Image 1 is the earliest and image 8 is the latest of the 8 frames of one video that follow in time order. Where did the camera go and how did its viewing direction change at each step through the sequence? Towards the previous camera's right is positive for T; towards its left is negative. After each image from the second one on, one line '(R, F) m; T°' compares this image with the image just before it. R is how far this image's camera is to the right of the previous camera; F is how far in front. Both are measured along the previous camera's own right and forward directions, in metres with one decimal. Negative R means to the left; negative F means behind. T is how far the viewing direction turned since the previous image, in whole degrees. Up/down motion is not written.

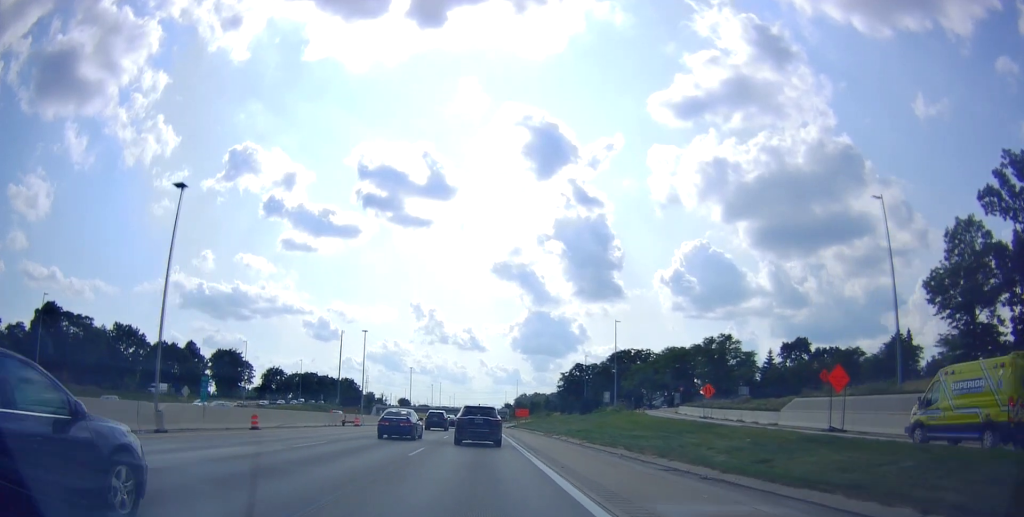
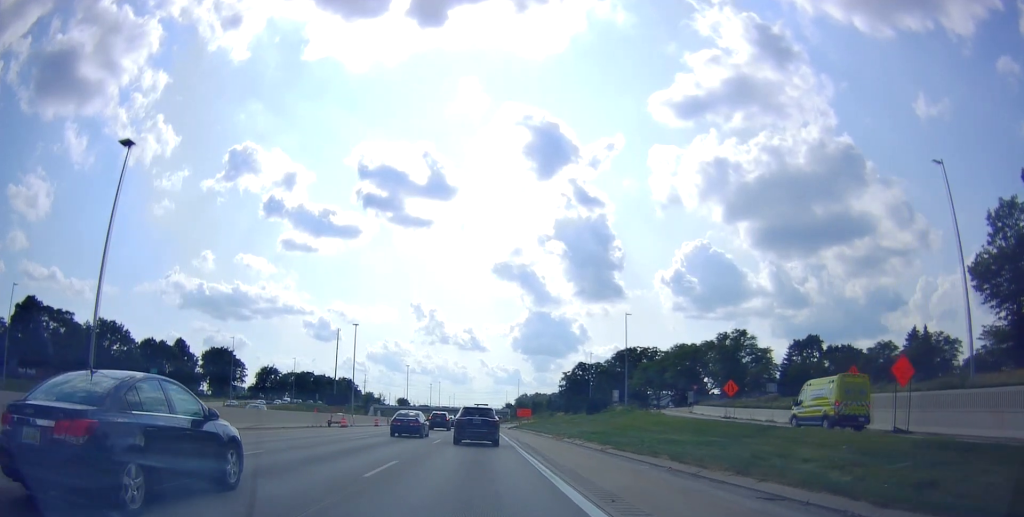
(0.0, +6.1) m; 0°
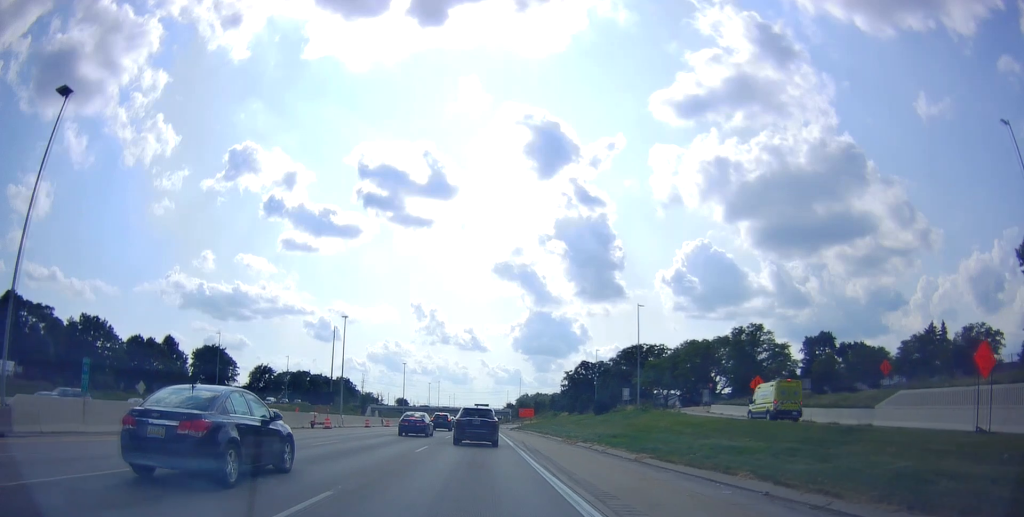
(0.0, +6.0) m; 0°
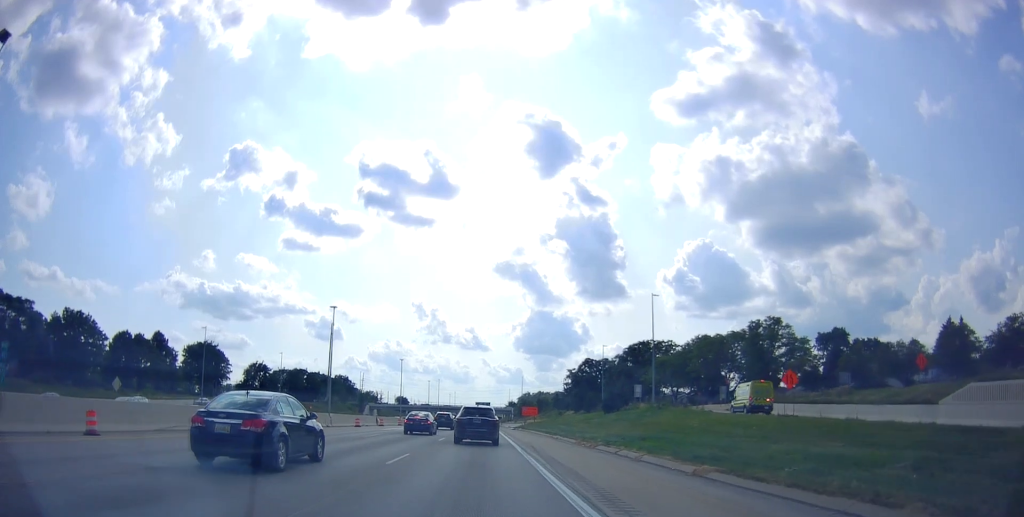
(0.0, +5.7) m; 0°
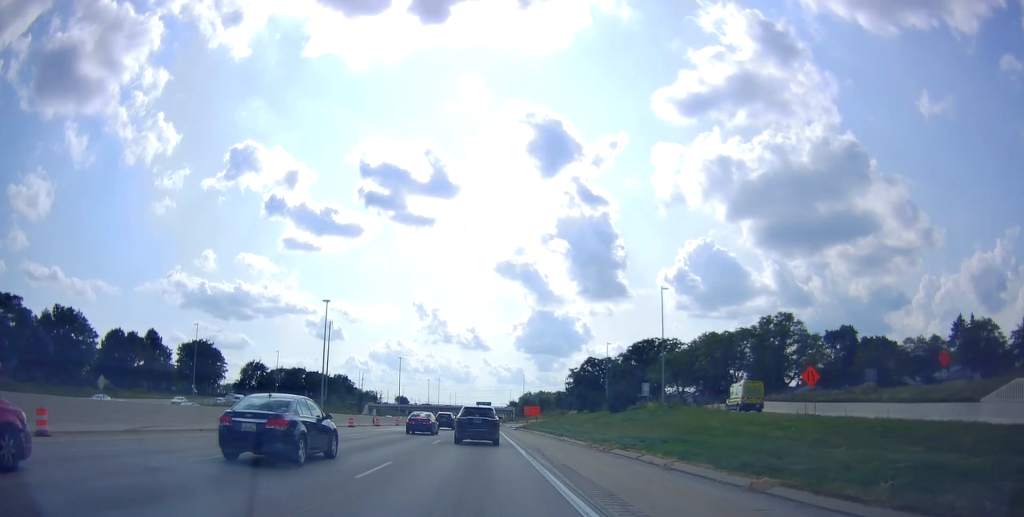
(0.0, +3.2) m; 0°
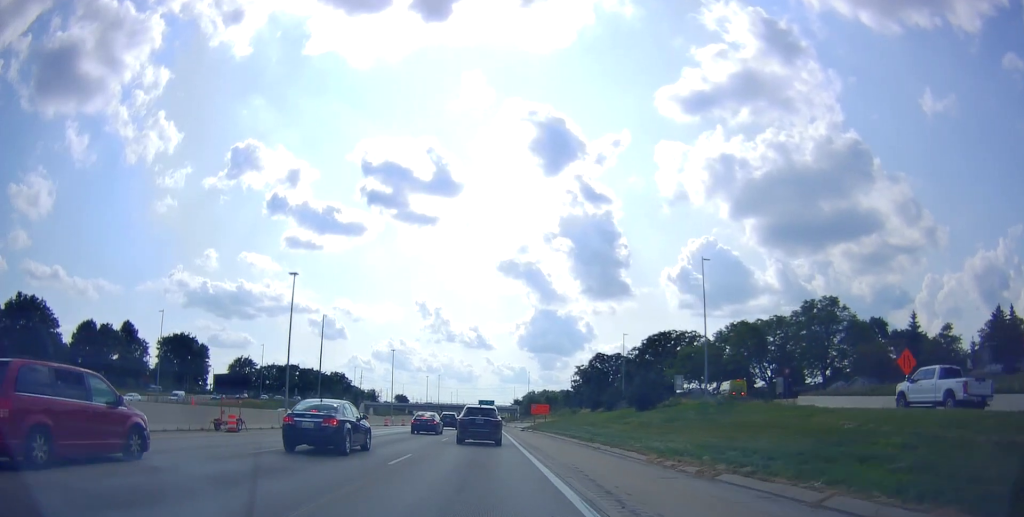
(0.0, +11.6) m; +2°
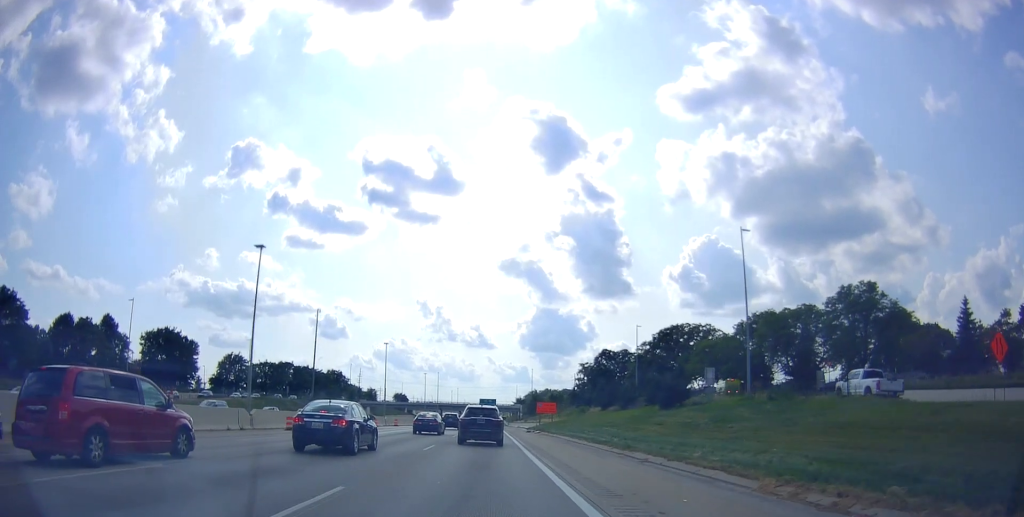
(+0.3, +8.0) m; +2°
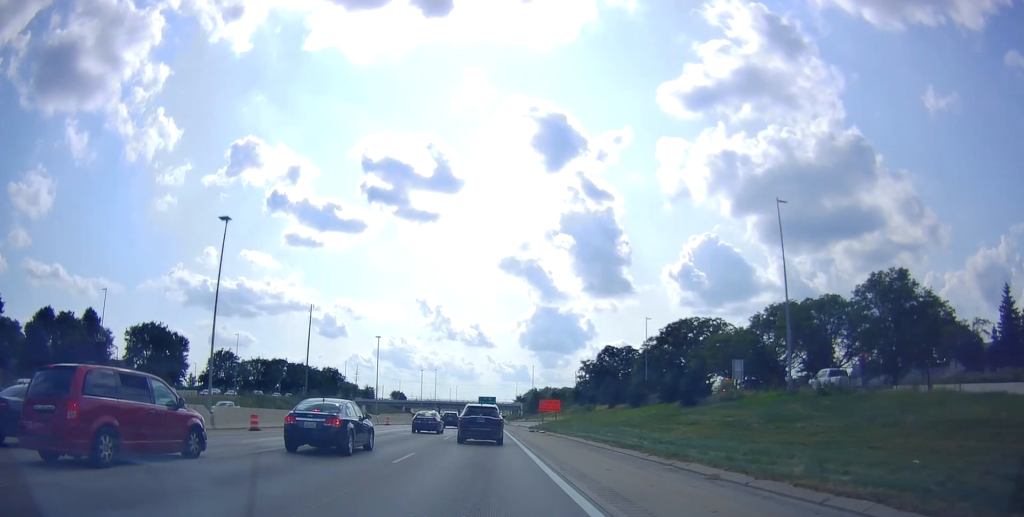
(0.0, +6.0) m; -1°
